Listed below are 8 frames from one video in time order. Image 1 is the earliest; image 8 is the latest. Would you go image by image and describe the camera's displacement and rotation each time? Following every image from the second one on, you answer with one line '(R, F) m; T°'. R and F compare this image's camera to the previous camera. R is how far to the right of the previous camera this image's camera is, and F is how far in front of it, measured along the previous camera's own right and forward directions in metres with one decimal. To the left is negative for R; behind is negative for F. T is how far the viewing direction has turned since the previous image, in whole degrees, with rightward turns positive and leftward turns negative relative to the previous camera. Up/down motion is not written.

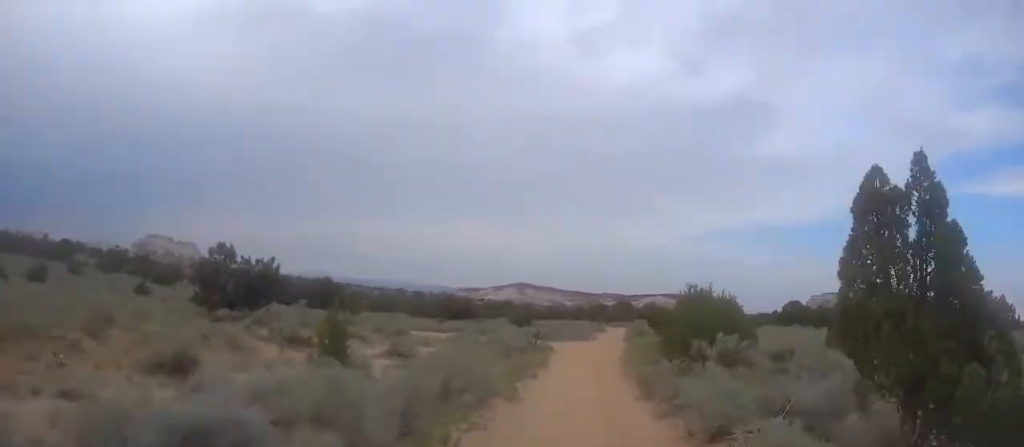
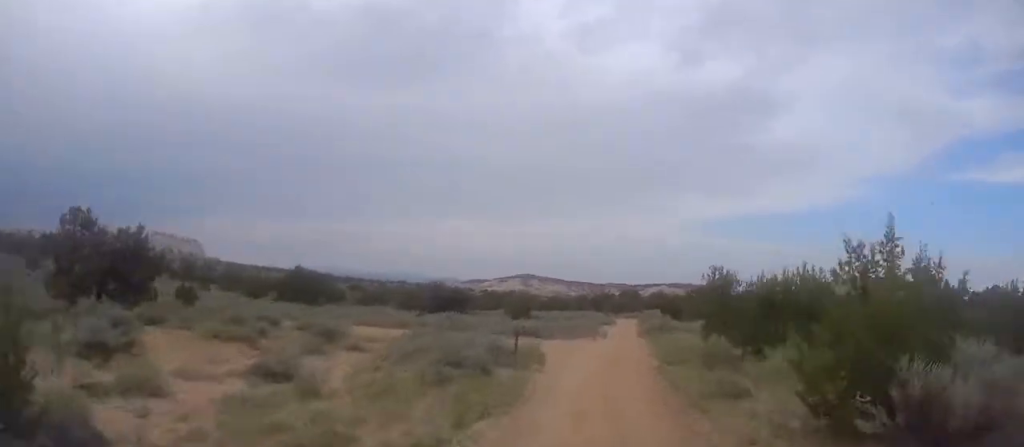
(-0.6, +12.4) m; -2°
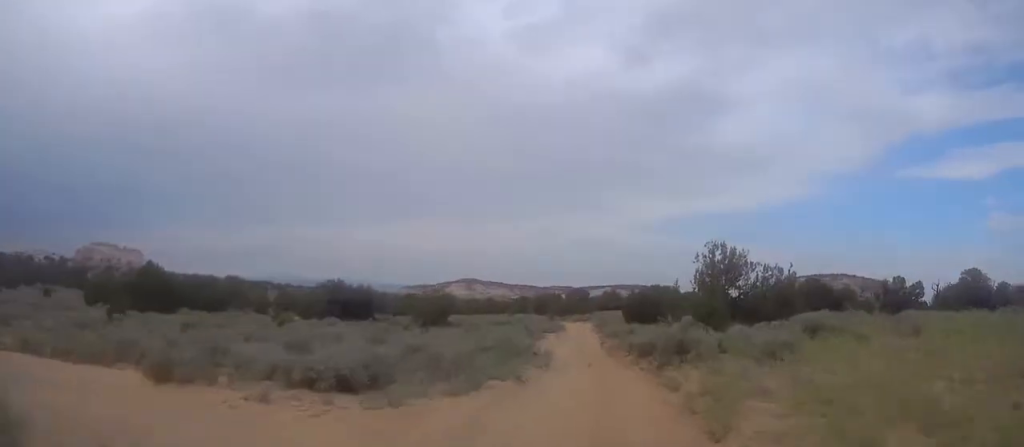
(-0.3, +23.1) m; -1°
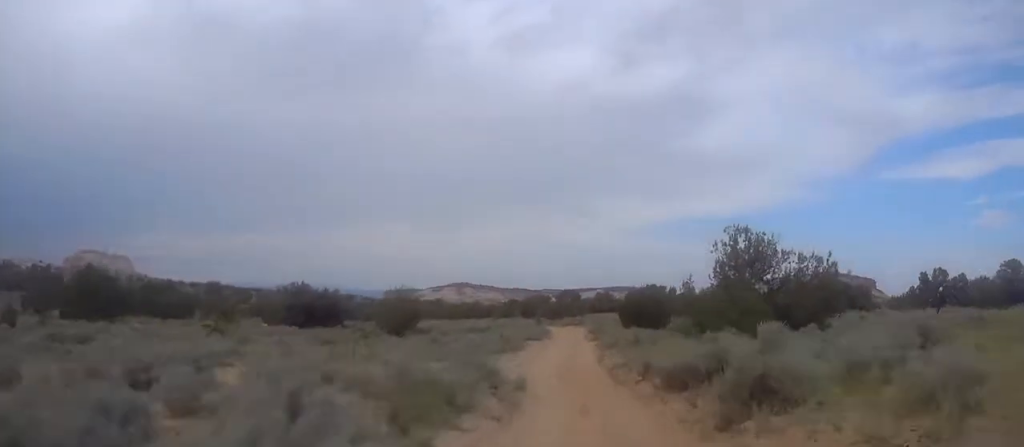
(0.0, +8.9) m; 0°
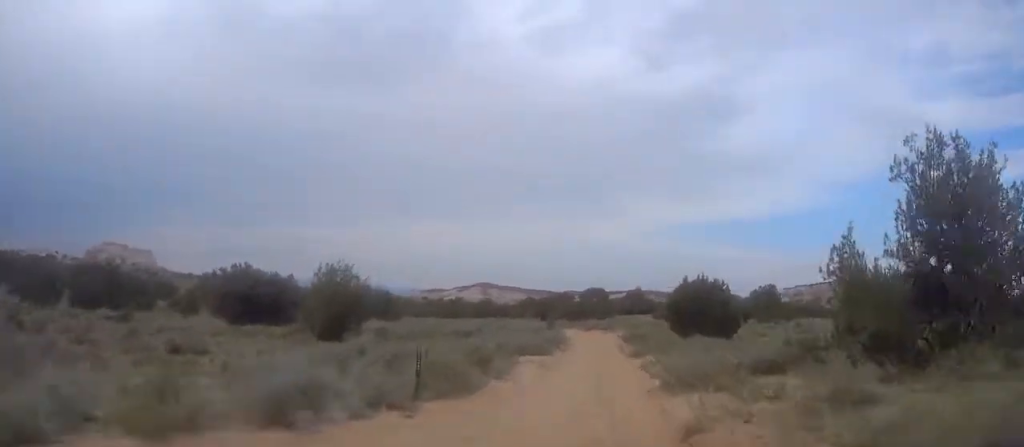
(0.0, +18.9) m; 0°
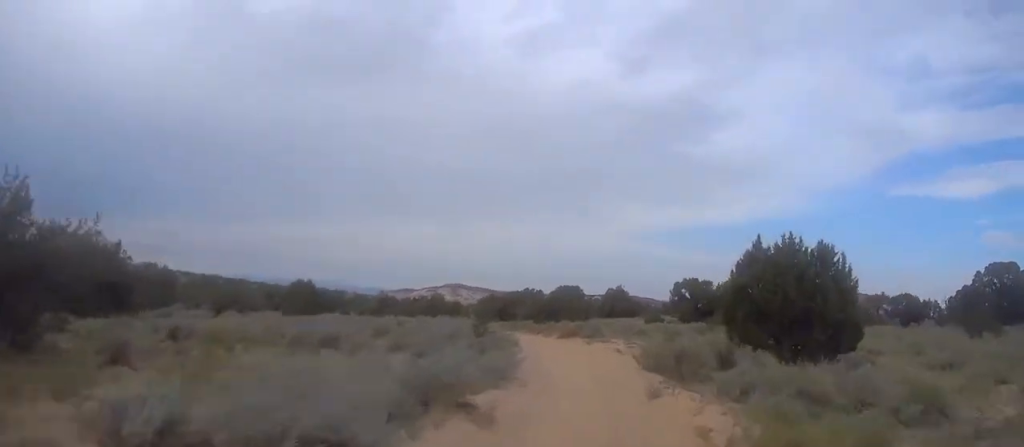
(0.0, +21.4) m; -1°
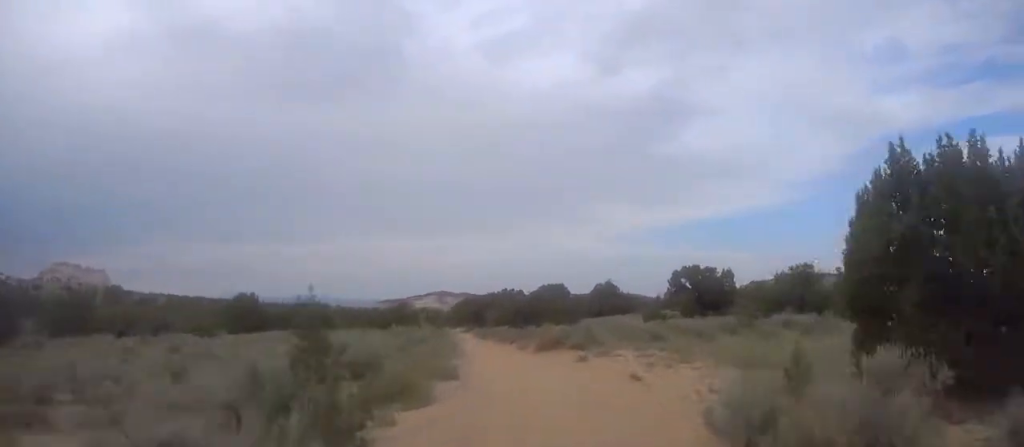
(0.0, +11.4) m; -1°
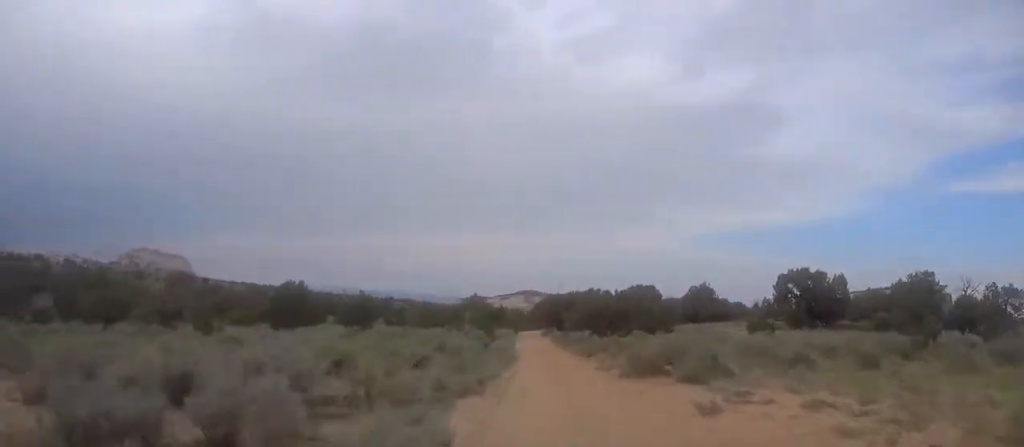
(0.0, +9.5) m; -1°
